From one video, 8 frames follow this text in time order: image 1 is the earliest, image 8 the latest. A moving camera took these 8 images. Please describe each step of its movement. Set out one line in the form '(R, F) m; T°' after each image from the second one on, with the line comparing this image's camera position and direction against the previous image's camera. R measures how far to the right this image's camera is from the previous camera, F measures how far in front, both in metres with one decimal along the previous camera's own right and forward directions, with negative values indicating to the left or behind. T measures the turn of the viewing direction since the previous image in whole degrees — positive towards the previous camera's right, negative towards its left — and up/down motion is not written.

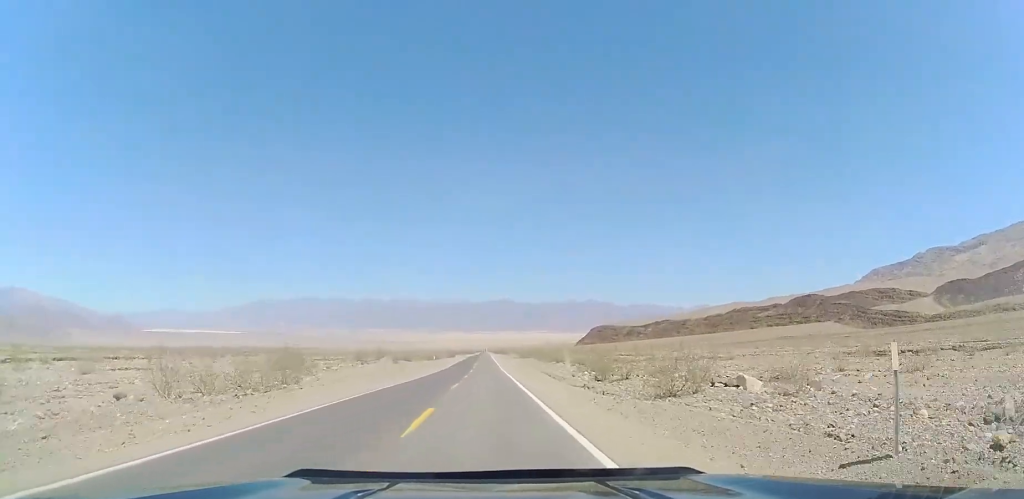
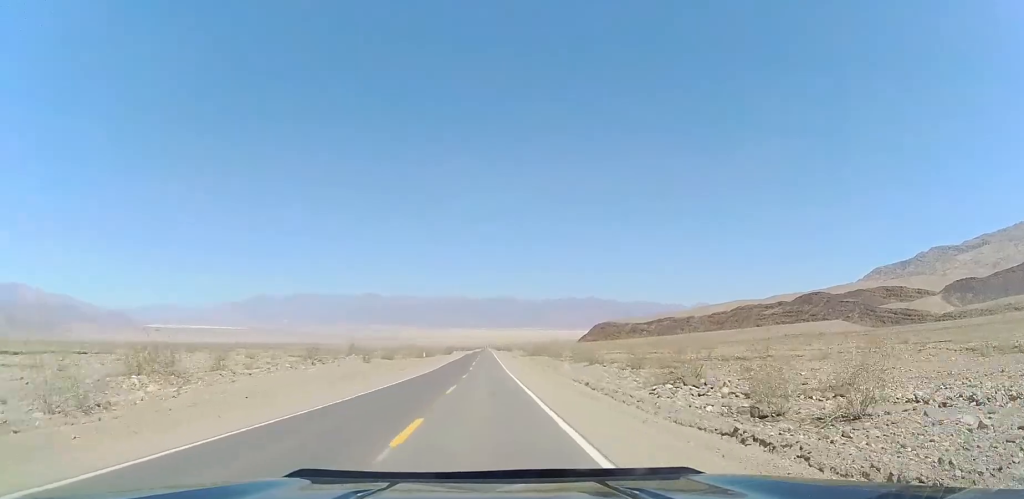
(-0.3, +16.9) m; 0°
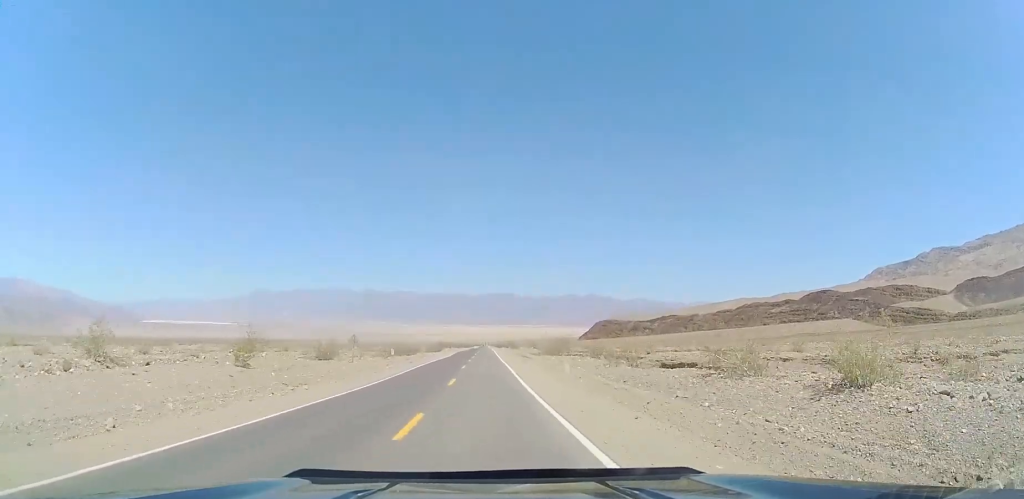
(+0.3, +26.8) m; 0°
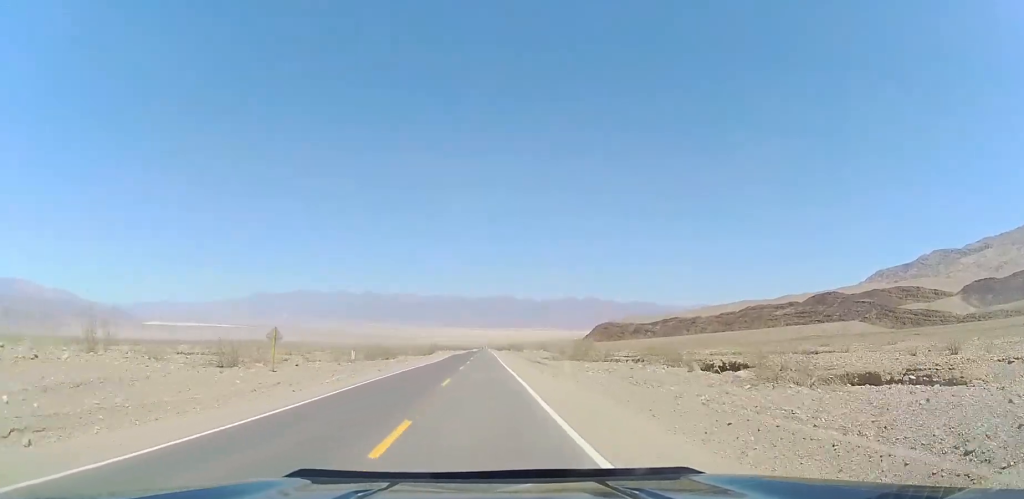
(-0.3, +16.1) m; 0°
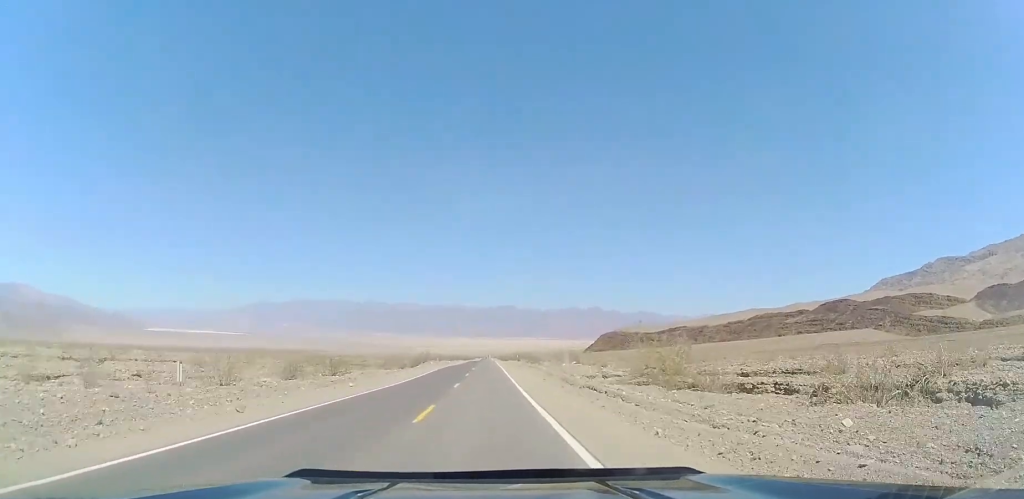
(+0.3, +23.5) m; 0°
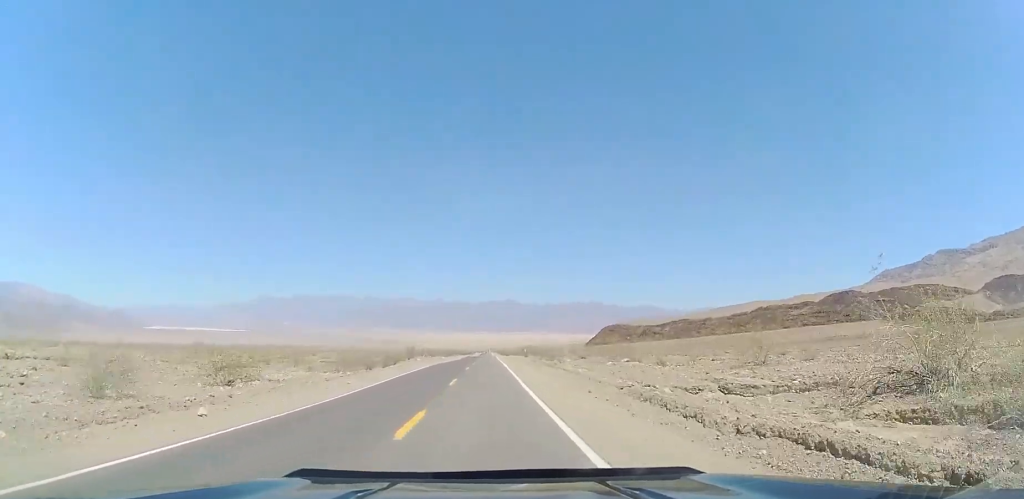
(+0.2, +17.4) m; 0°
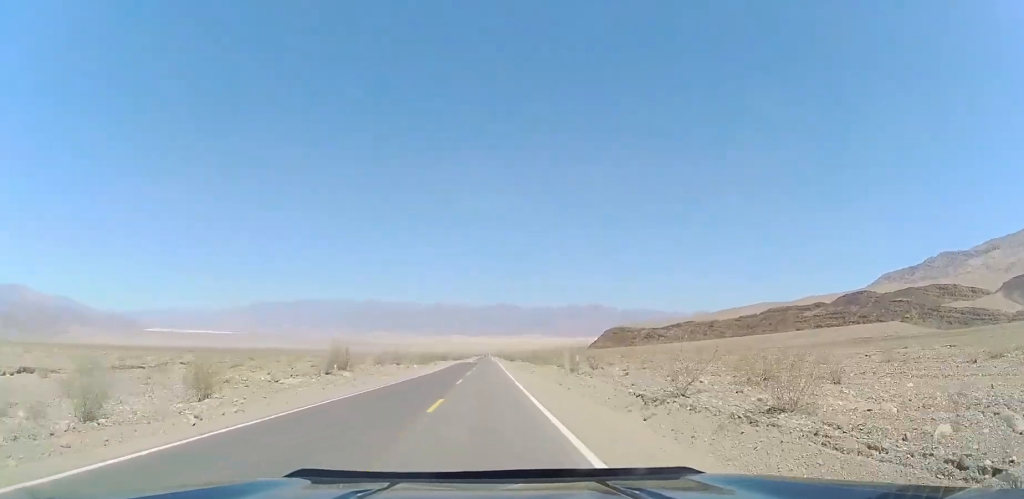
(-0.4, +39.3) m; 0°
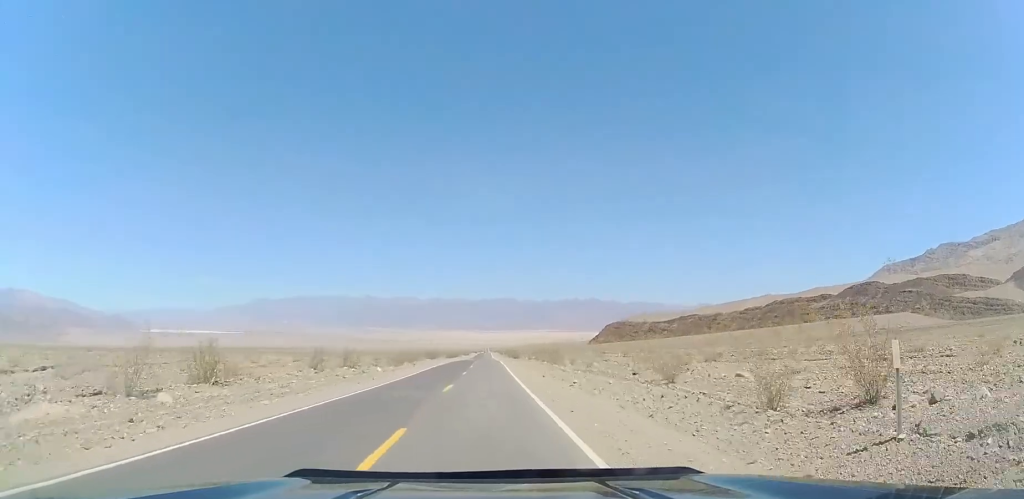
(+0.1, +22.6) m; 0°
